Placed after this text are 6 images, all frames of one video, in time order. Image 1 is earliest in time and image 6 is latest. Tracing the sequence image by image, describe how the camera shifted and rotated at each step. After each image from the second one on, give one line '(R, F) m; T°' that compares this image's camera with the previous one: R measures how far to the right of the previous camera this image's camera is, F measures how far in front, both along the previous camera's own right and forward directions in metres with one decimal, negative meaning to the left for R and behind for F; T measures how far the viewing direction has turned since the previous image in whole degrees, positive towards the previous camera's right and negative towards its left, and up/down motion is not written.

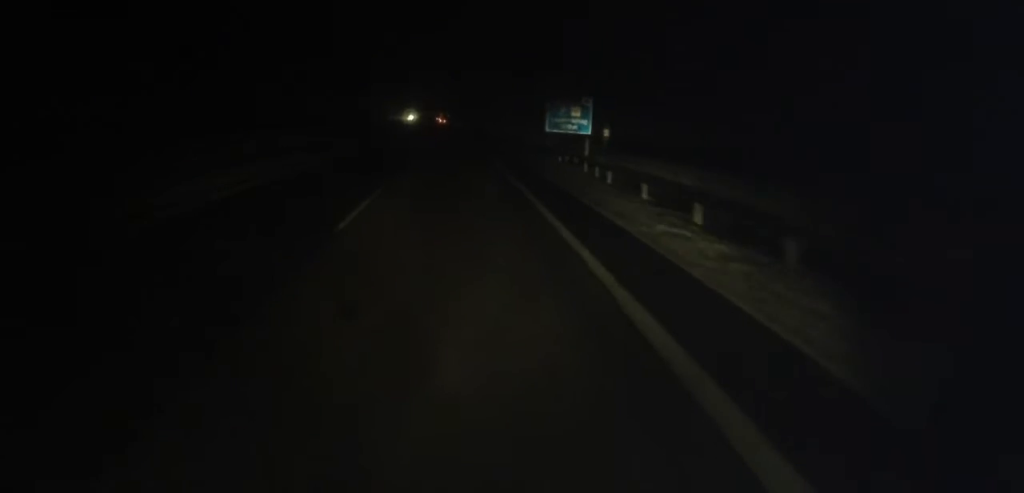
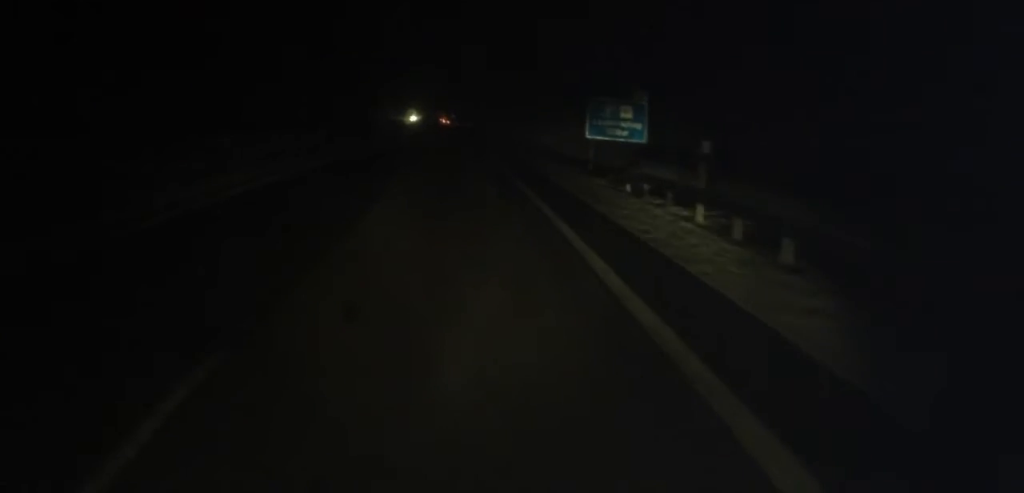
(-0.1, +11.7) m; +1°
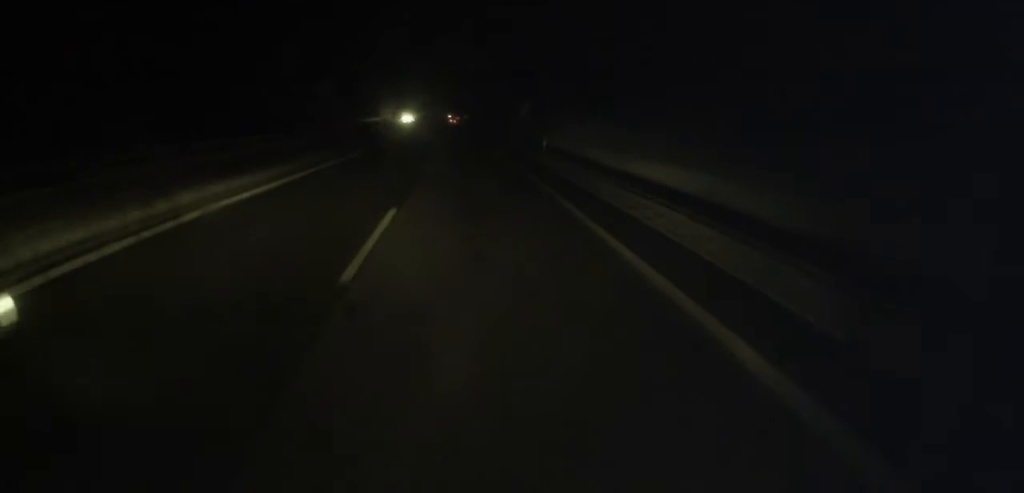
(-1.1, +64.4) m; -3°
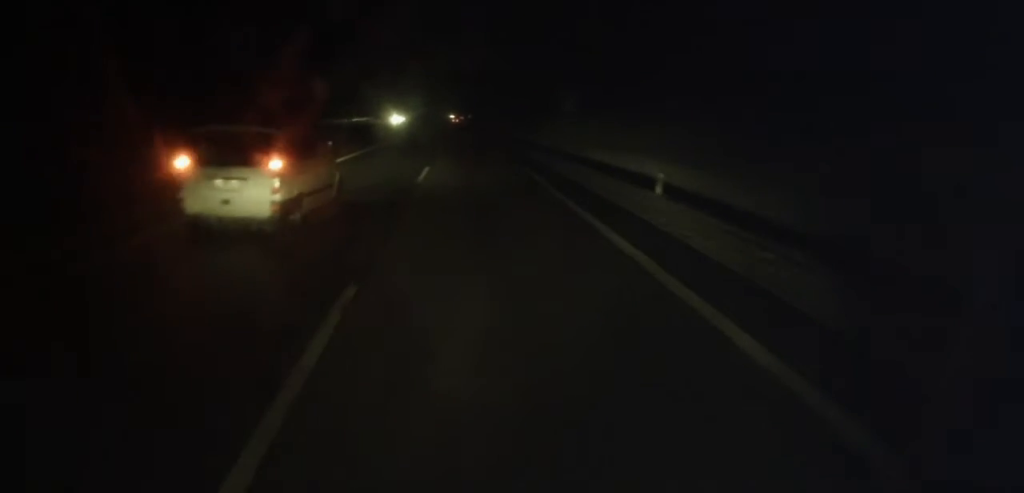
(+0.2, +24.5) m; 0°
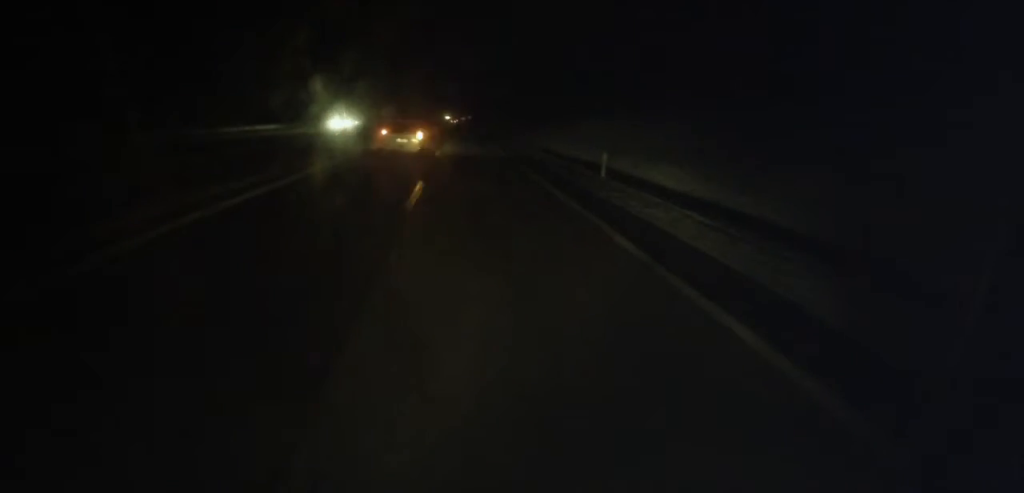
(-0.6, +41.7) m; -1°
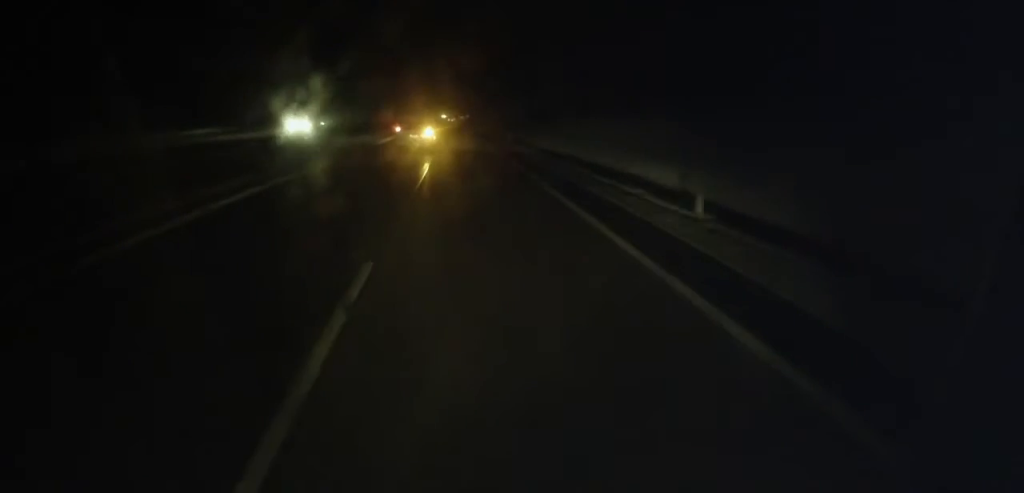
(-0.1, +11.0) m; +1°
